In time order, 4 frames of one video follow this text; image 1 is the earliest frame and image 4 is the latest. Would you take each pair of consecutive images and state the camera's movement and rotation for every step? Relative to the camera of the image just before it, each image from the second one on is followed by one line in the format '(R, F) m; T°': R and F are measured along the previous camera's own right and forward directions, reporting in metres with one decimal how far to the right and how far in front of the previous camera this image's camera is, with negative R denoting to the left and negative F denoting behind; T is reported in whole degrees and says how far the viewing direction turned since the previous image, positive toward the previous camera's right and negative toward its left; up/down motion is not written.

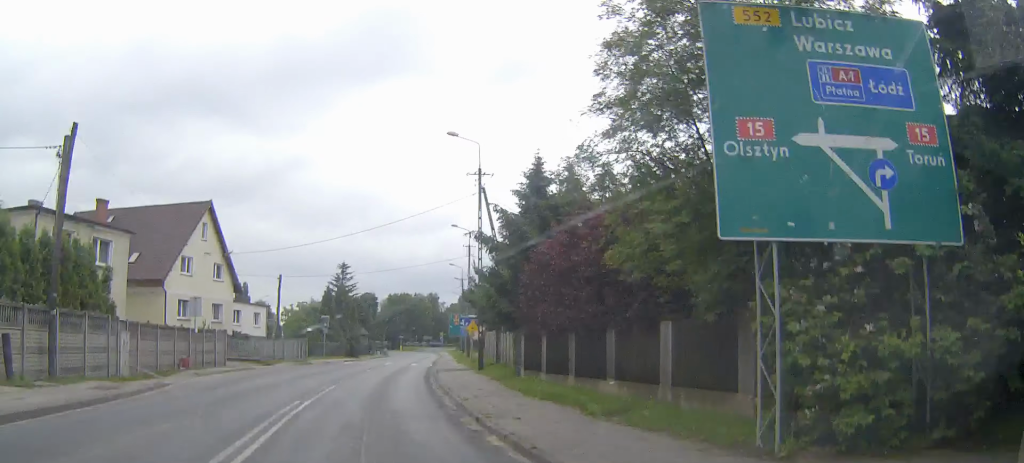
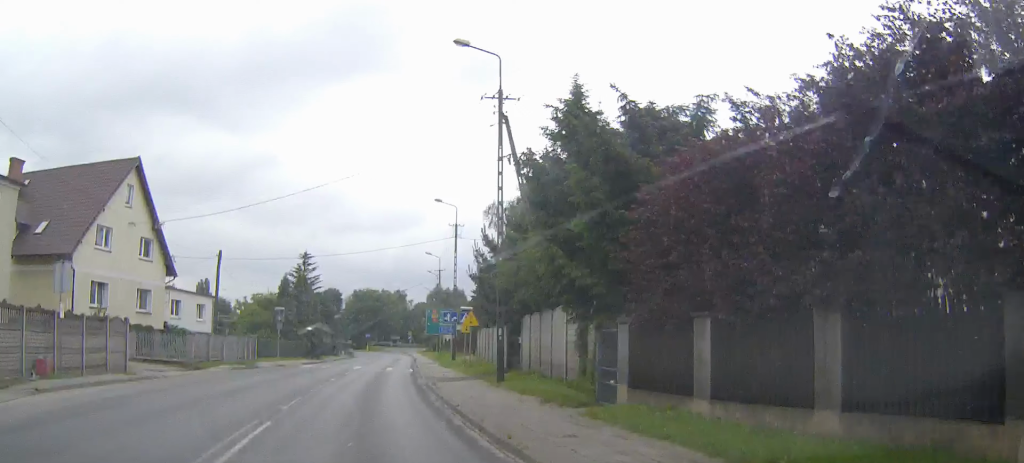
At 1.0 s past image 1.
(+0.4, +11.7) m; +3°
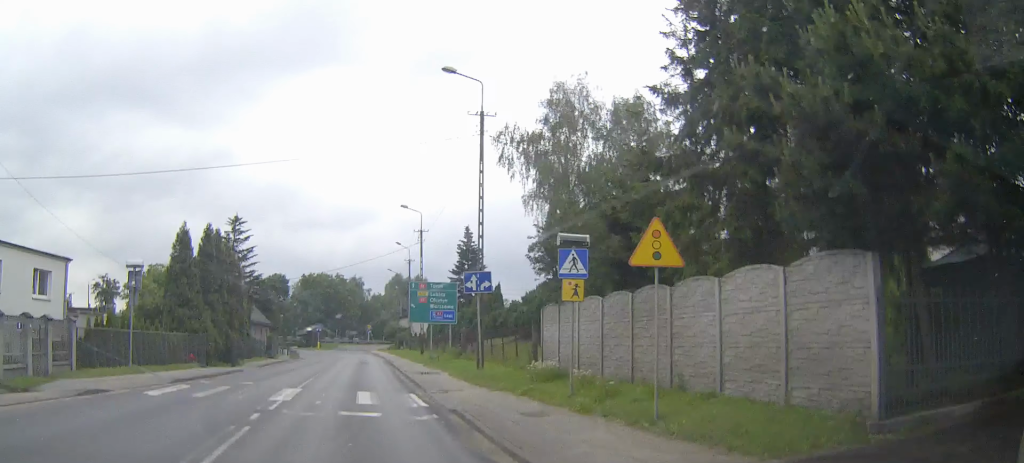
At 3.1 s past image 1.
(+1.4, +25.8) m; +6°
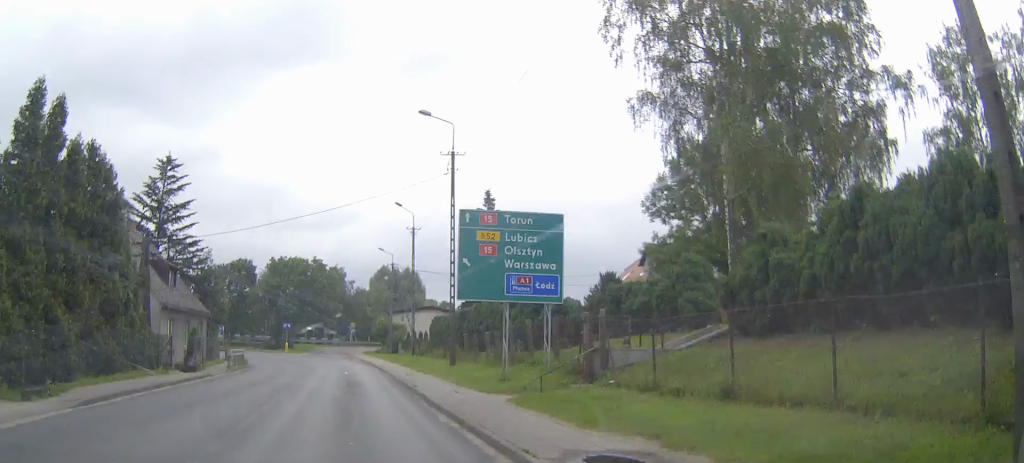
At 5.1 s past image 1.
(+0.6, +24.1) m; +3°
